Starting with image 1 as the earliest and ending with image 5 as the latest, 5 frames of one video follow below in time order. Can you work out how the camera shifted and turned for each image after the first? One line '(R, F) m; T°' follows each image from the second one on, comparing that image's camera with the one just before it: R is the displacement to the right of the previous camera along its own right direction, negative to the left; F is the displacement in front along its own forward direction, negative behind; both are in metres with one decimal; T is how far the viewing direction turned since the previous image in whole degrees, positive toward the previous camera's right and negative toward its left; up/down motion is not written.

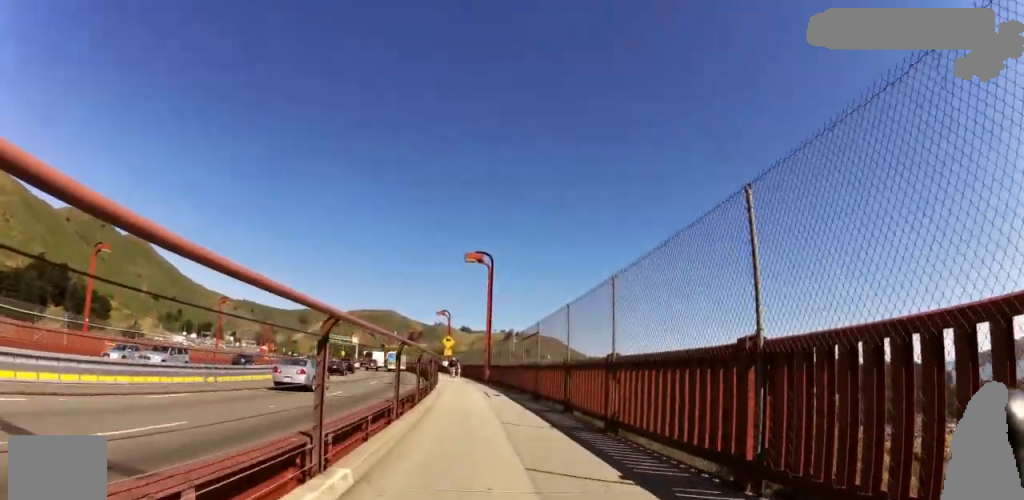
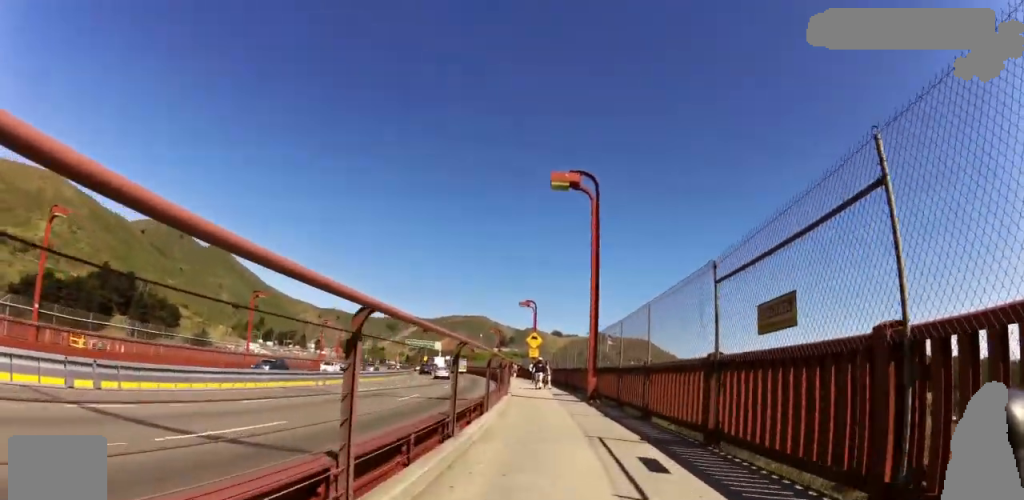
(-2.0, +12.8) m; -10°
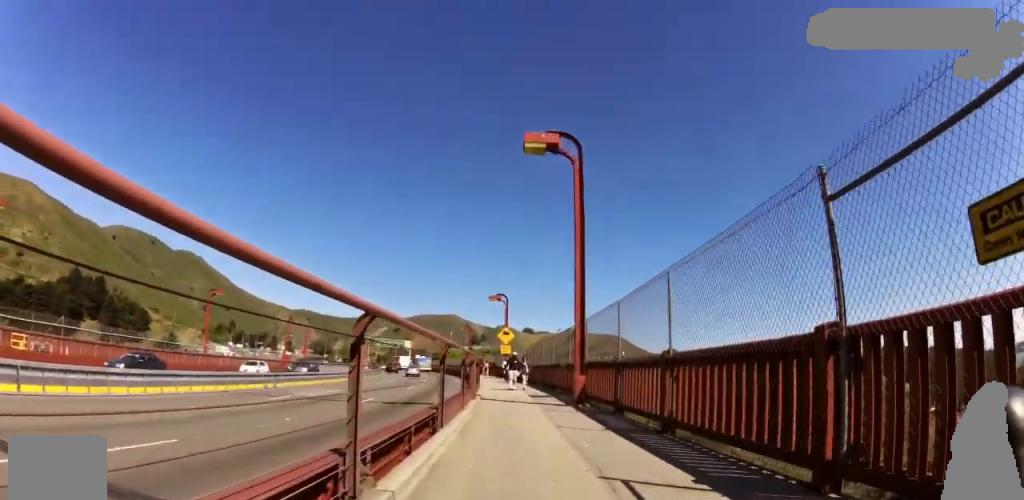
(0.0, +3.2) m; -2°
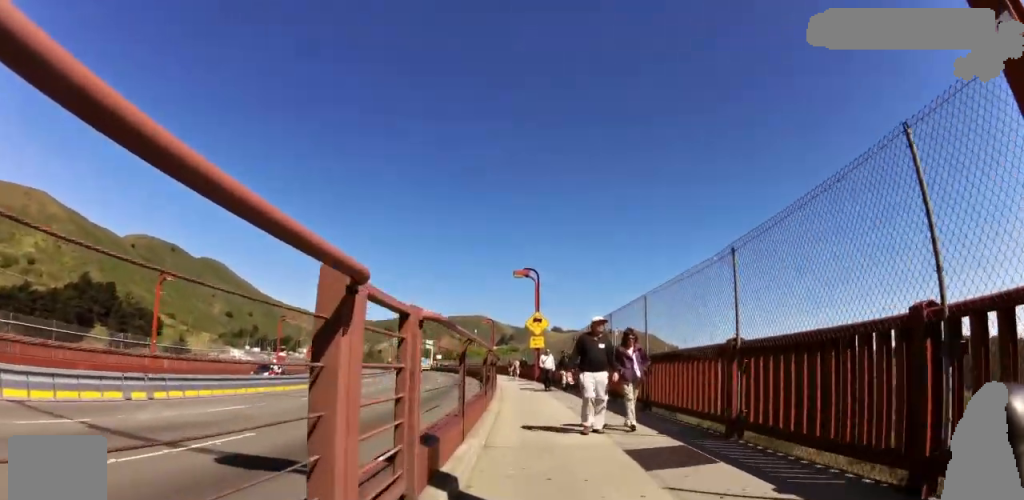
(-0.6, +12.3) m; 0°
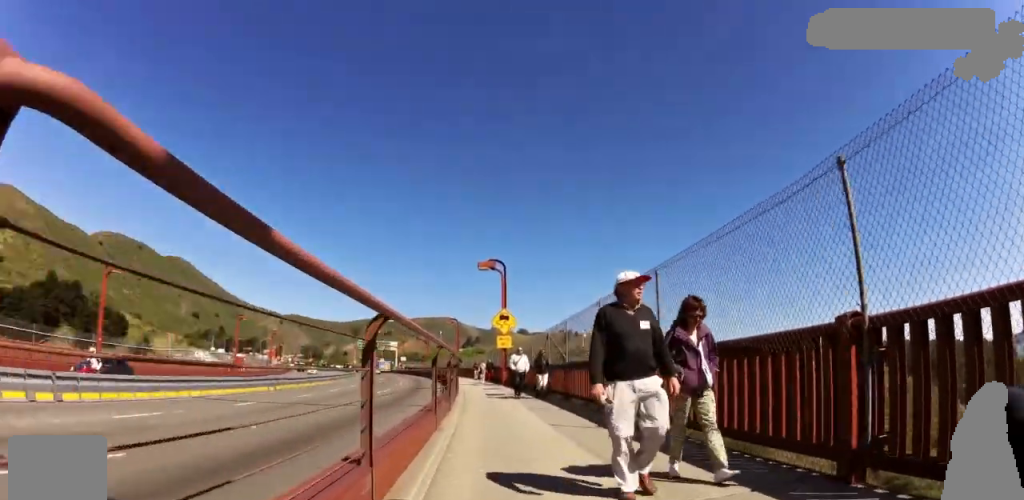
(+0.1, +3.1) m; +2°
